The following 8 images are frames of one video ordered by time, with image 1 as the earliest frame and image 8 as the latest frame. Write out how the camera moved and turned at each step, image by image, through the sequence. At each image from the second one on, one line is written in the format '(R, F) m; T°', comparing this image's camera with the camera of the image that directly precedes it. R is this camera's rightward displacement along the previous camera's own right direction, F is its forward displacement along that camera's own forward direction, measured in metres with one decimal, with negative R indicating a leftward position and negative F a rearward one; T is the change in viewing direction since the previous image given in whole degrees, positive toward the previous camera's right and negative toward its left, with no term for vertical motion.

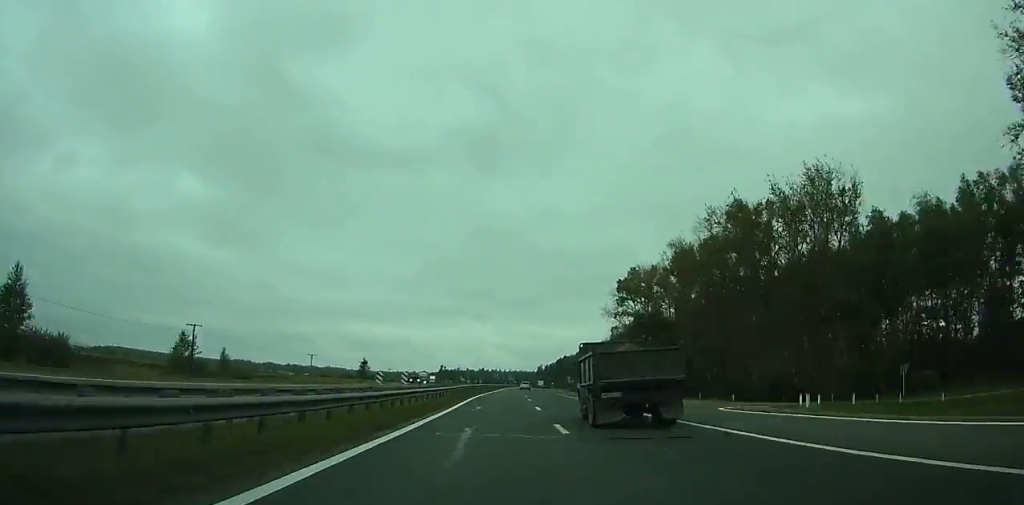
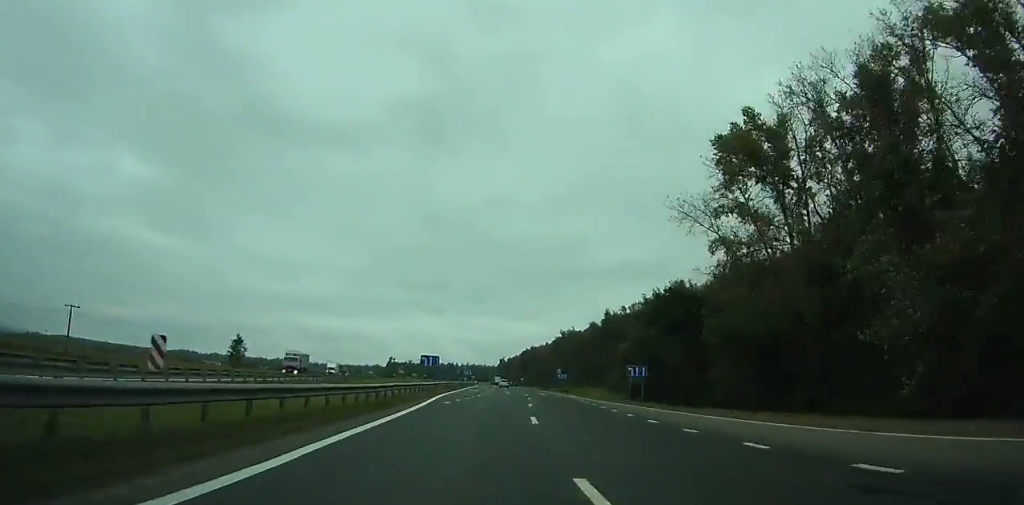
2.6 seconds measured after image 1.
(+0.6, +68.6) m; +1°
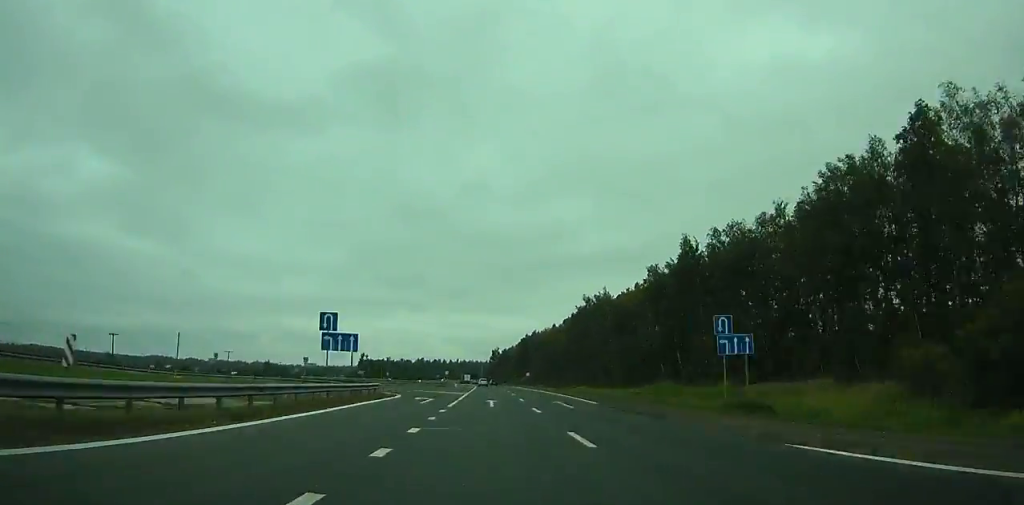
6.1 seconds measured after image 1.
(+2.2, +90.7) m; +1°
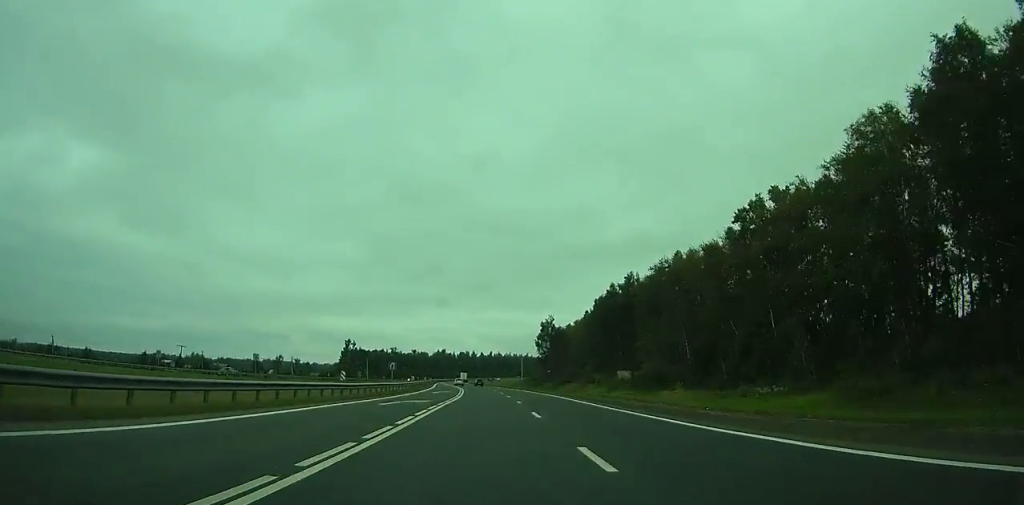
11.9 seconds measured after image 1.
(-3.1, +147.7) m; -4°
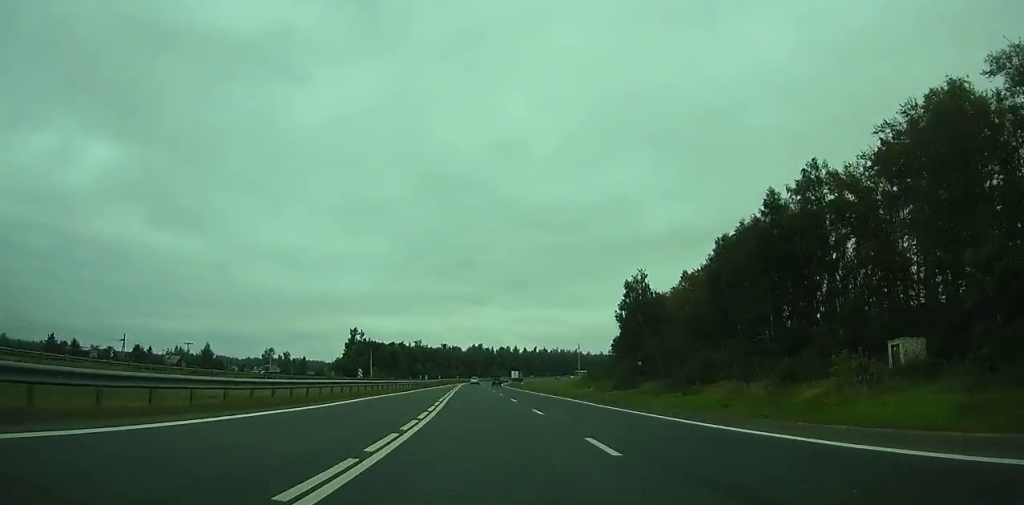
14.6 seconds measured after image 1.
(-1.8, +68.4) m; -3°
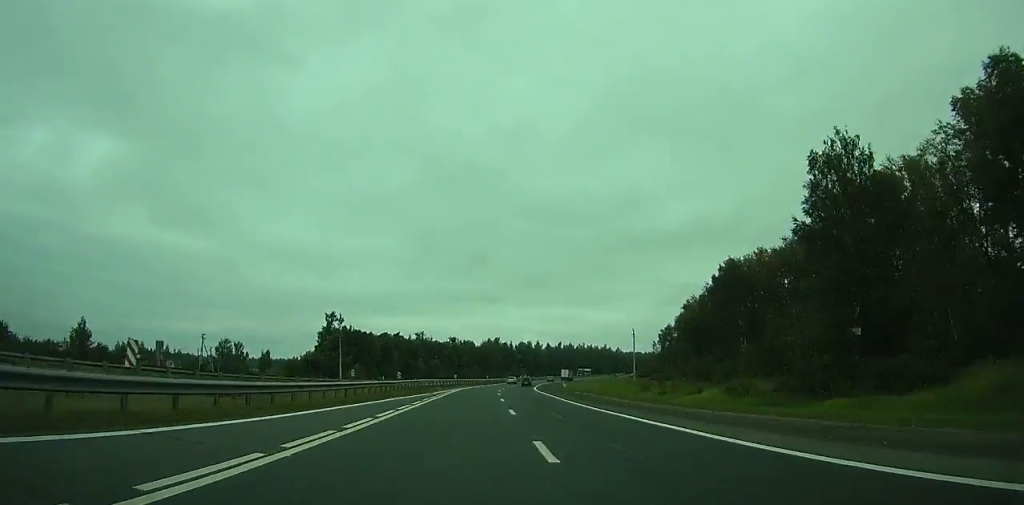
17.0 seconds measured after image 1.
(-1.2, +60.9) m; -1°
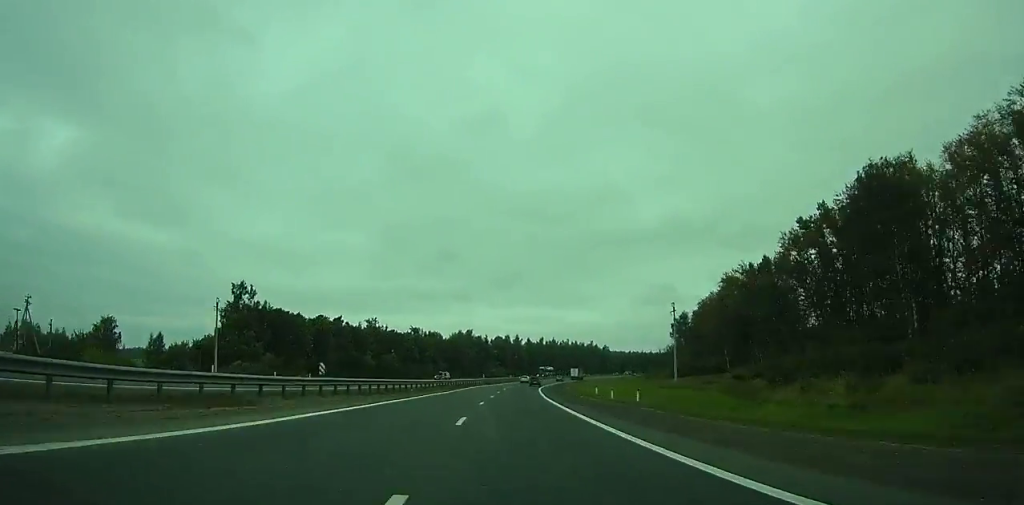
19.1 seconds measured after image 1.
(-0.9, +53.2) m; +1°
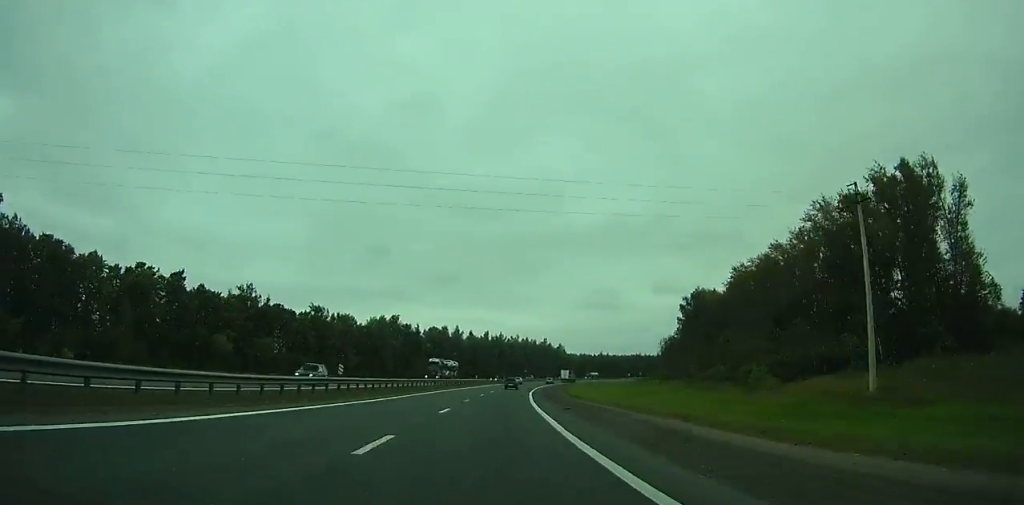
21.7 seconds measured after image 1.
(+2.4, +65.2) m; +4°
